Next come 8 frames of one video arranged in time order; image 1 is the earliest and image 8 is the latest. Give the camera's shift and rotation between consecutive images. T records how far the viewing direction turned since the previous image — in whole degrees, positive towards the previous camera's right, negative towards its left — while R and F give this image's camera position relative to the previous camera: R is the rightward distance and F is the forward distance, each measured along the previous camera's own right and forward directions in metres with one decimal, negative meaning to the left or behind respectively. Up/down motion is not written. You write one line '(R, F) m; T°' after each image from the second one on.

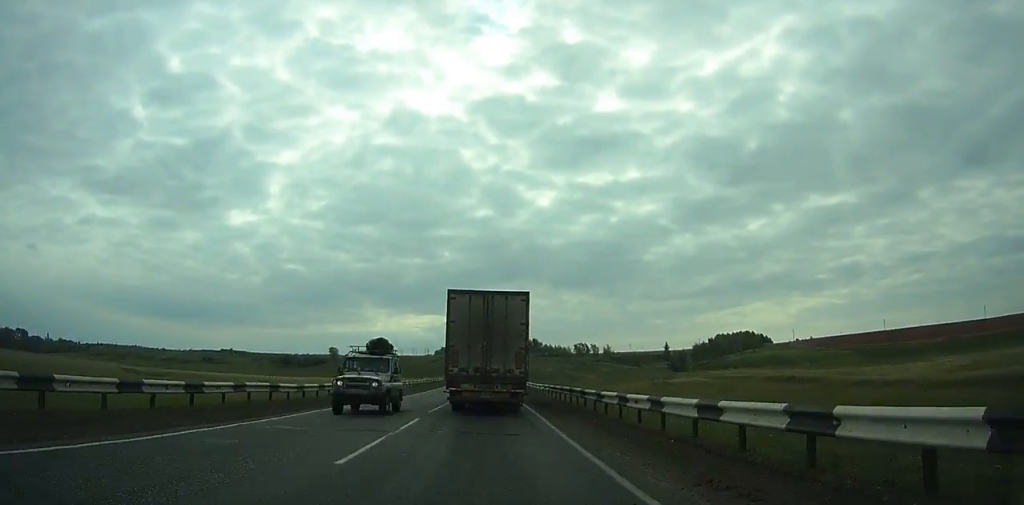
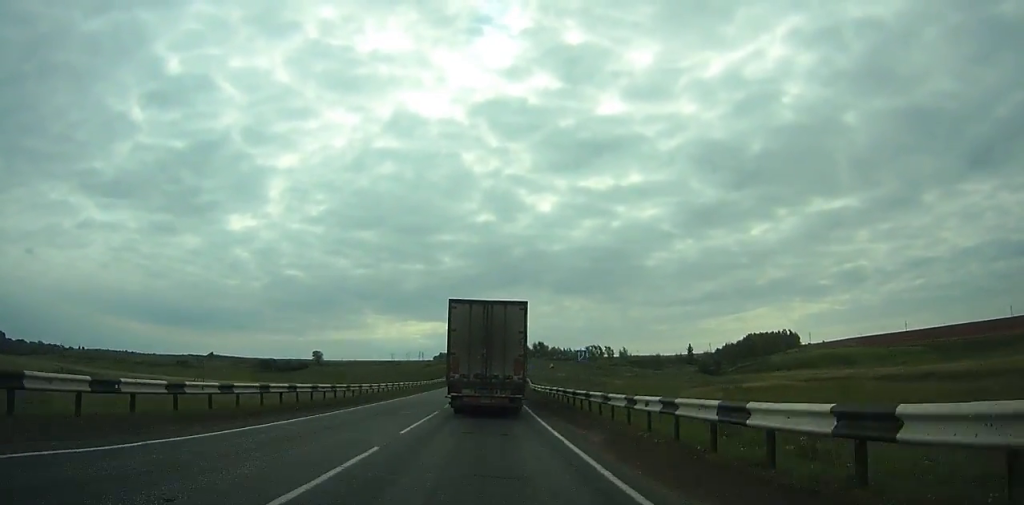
(0.0, +54.4) m; 0°
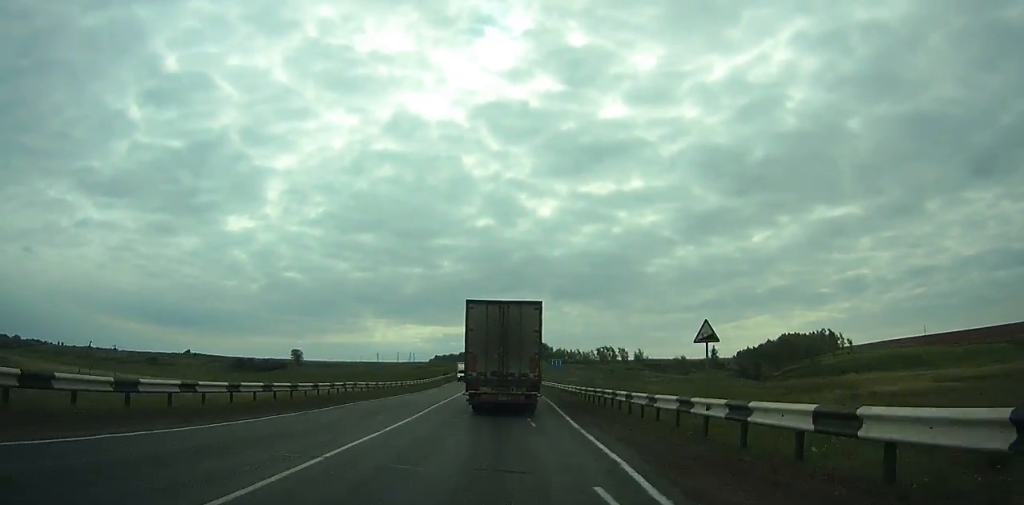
(+0.1, +51.2) m; 0°
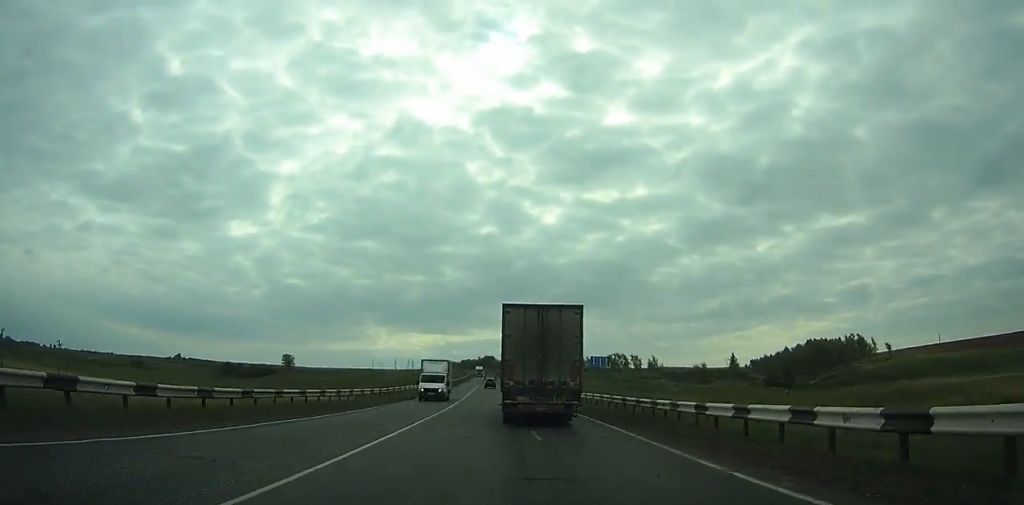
(+0.1, +25.7) m; 0°
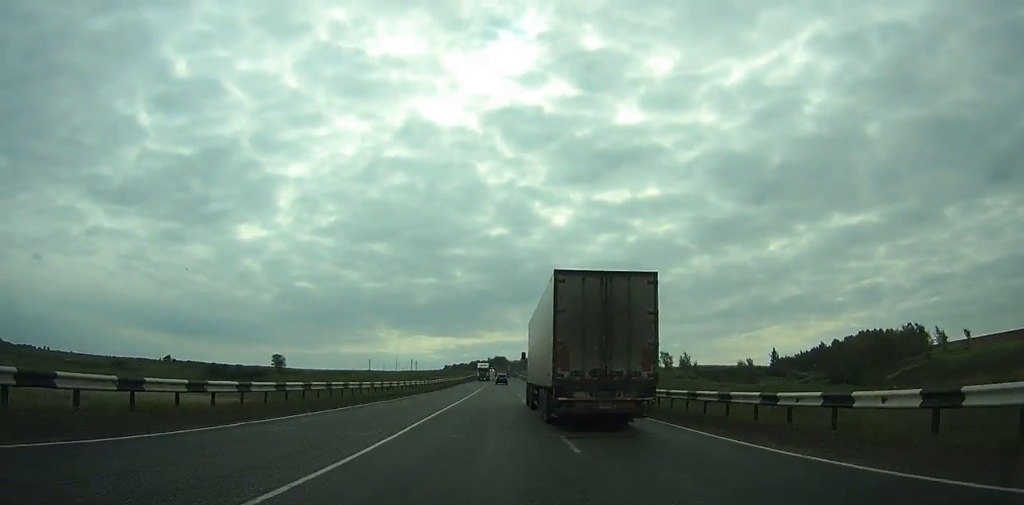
(-0.1, +39.9) m; 0°
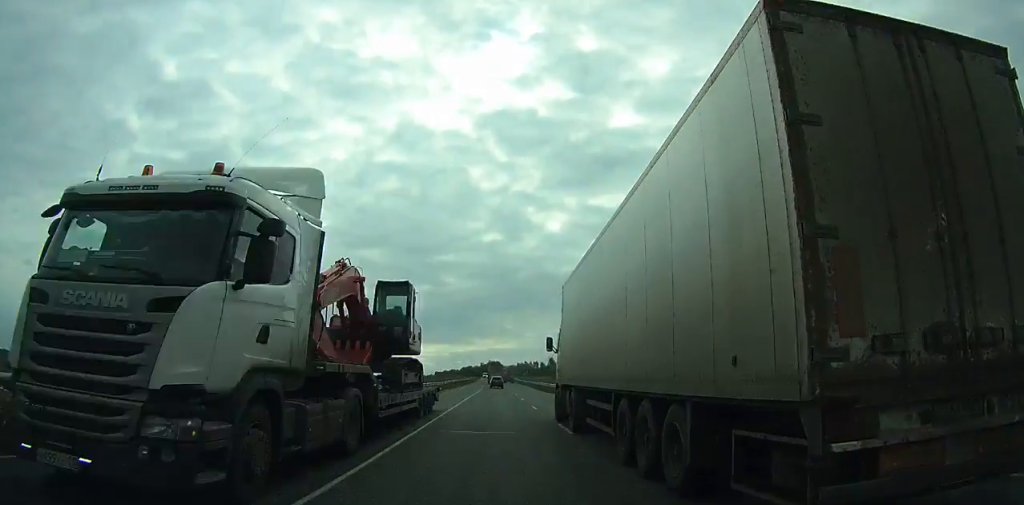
(-0.2, +54.8) m; 0°
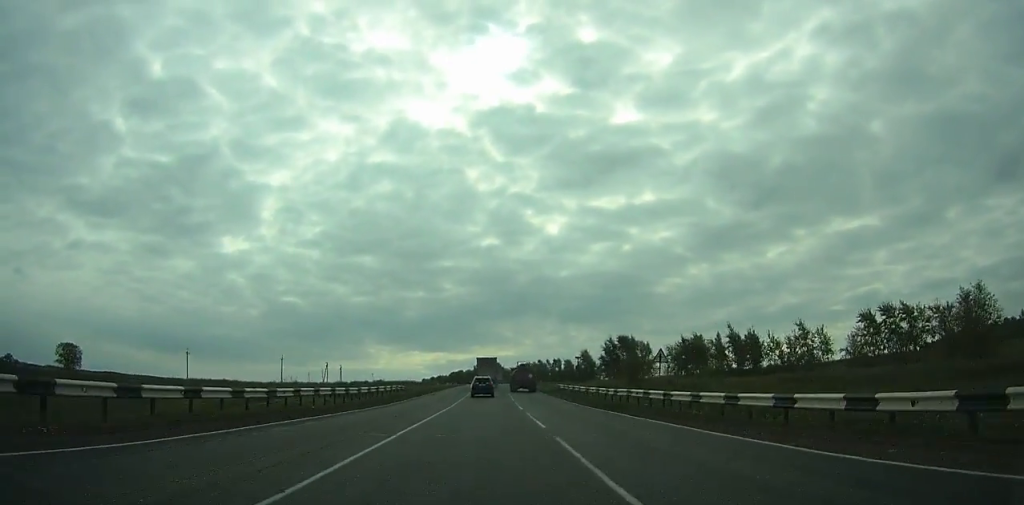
(+0.4, +137.1) m; 0°
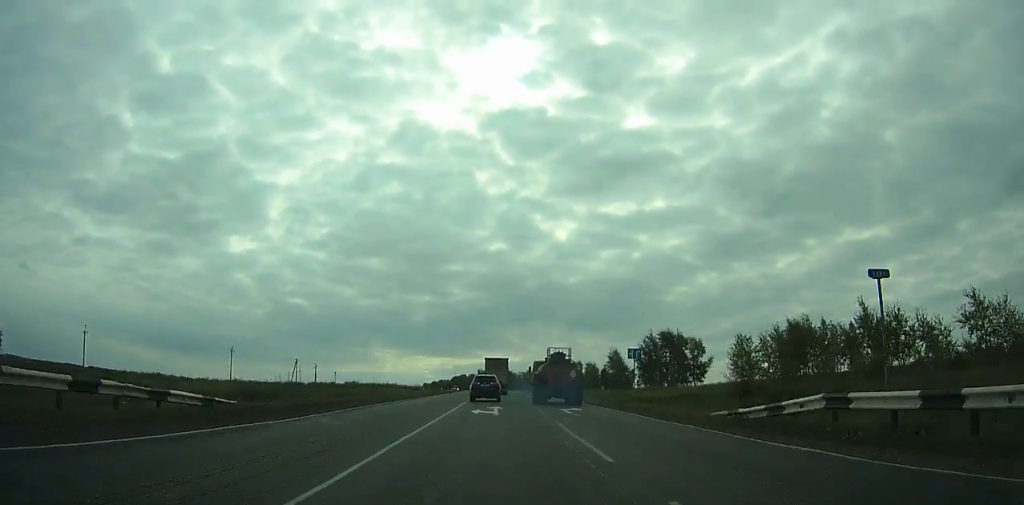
(0.0, +42.2) m; 0°
